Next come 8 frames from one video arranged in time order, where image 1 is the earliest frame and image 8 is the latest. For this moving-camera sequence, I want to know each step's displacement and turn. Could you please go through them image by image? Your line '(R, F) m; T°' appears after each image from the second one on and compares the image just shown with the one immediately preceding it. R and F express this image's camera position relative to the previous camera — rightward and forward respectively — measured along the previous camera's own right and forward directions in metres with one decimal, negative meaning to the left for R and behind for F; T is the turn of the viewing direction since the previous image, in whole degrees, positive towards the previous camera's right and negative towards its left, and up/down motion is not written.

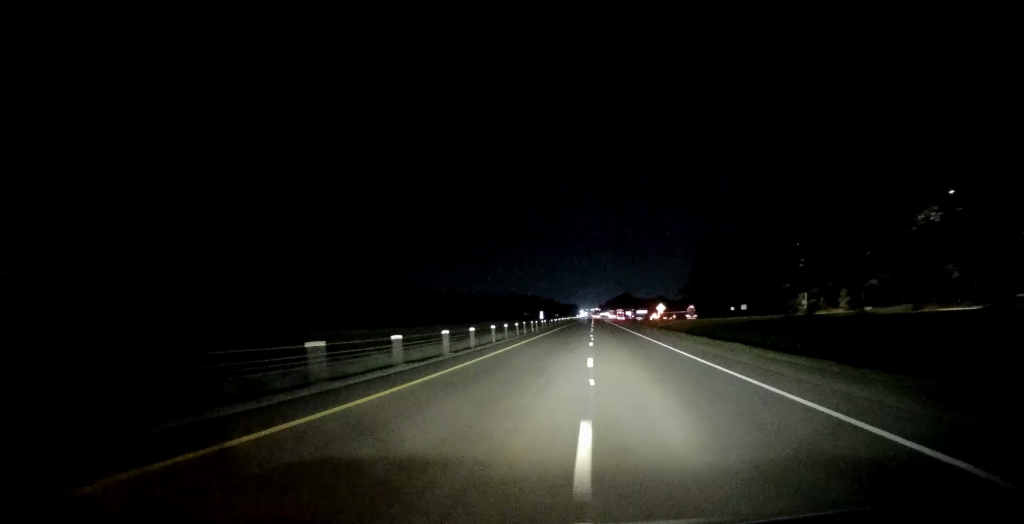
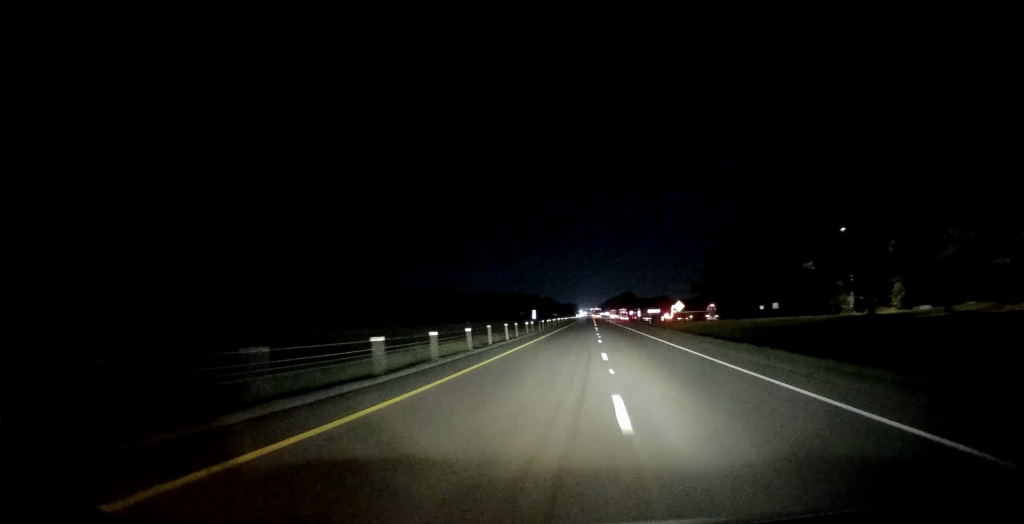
(-0.5, +22.6) m; -1°
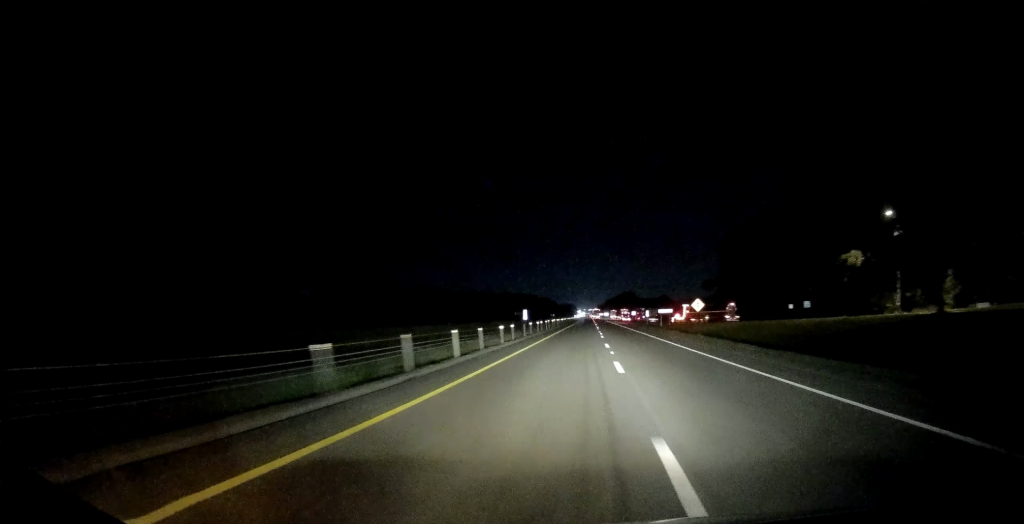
(-0.5, +16.1) m; 0°
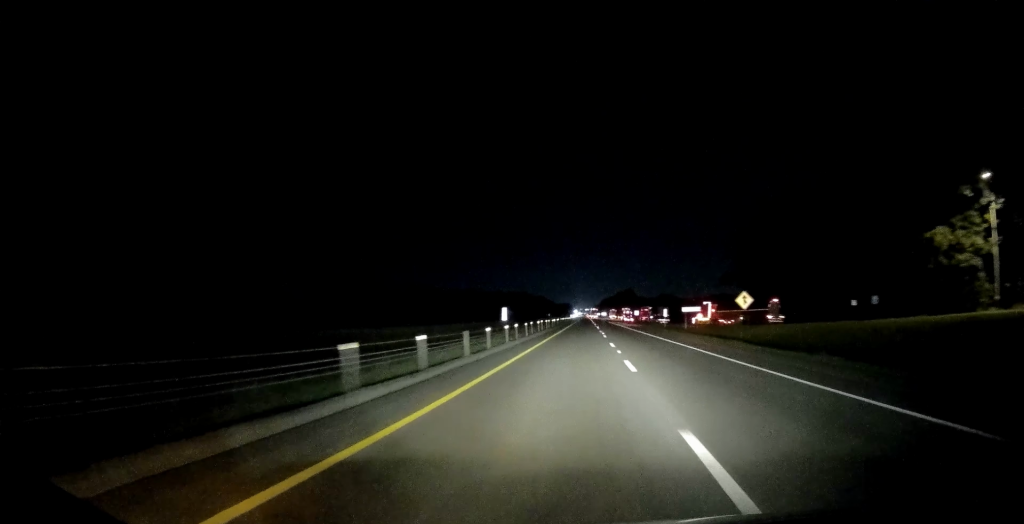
(+0.6, +23.7) m; +1°
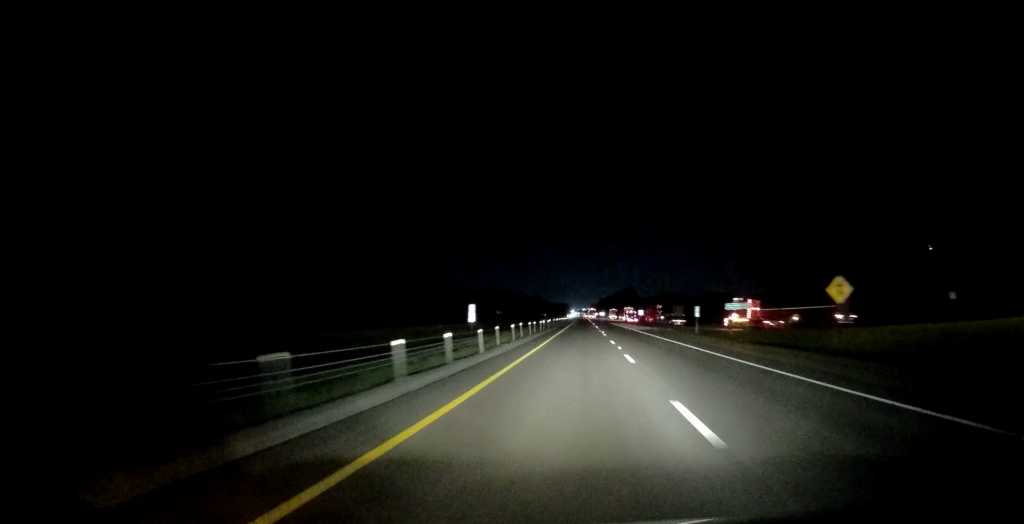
(+0.1, +21.6) m; 0°
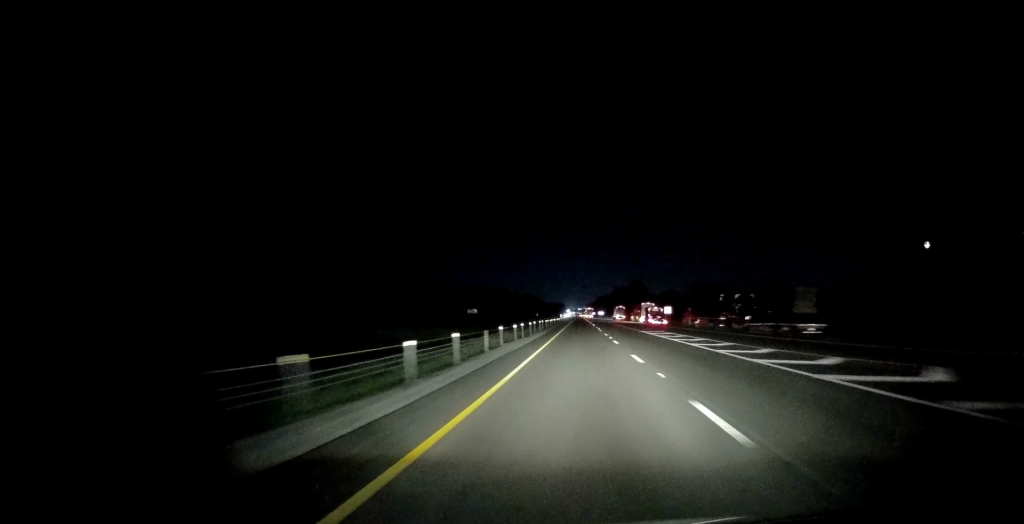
(-0.2, +60.4) m; 0°
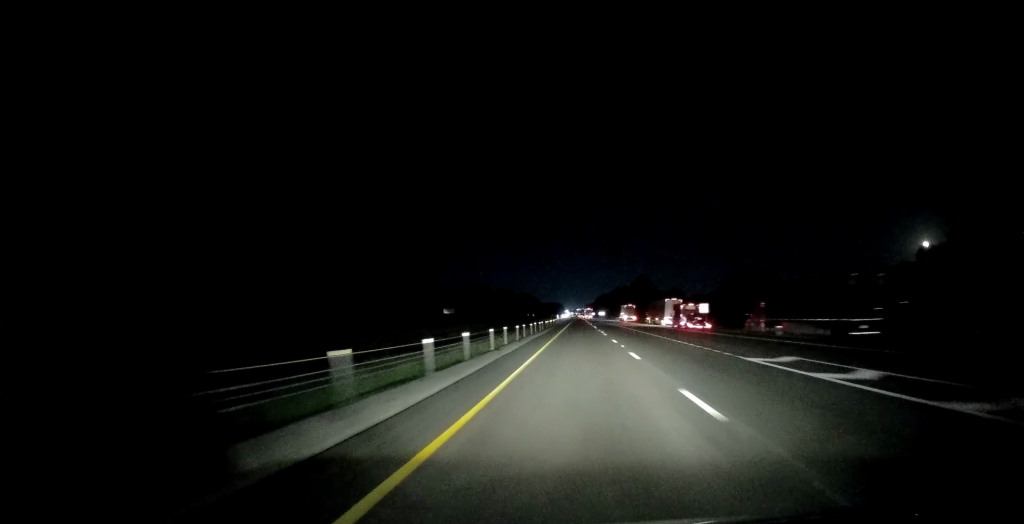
(+0.2, +34.7) m; 0°
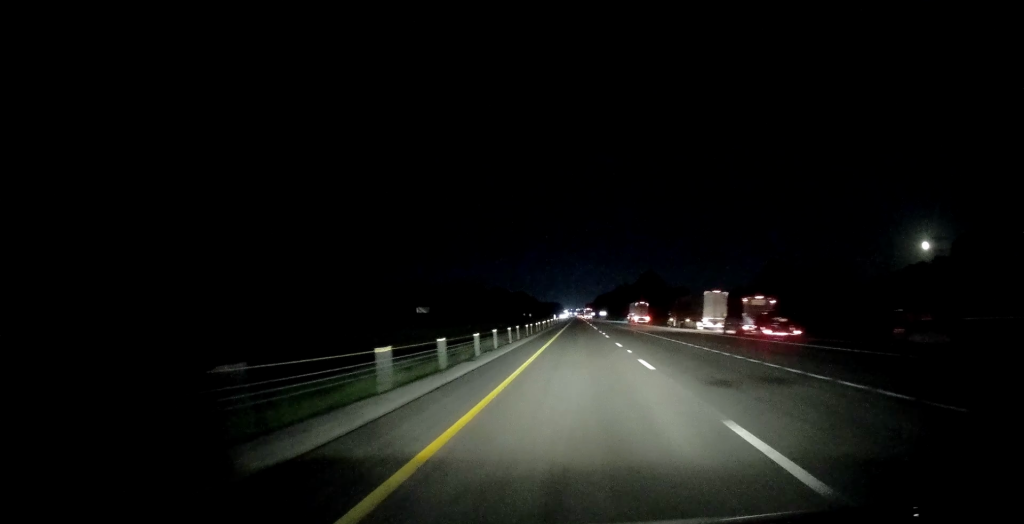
(-0.2, +28.1) m; 0°
